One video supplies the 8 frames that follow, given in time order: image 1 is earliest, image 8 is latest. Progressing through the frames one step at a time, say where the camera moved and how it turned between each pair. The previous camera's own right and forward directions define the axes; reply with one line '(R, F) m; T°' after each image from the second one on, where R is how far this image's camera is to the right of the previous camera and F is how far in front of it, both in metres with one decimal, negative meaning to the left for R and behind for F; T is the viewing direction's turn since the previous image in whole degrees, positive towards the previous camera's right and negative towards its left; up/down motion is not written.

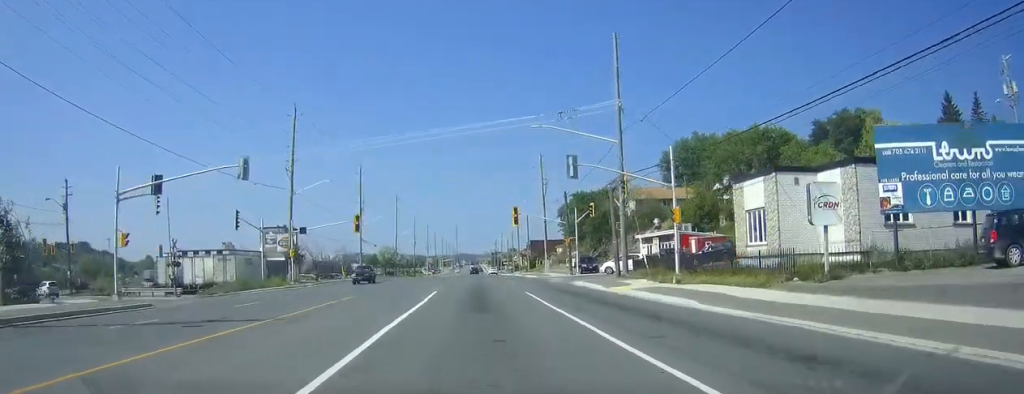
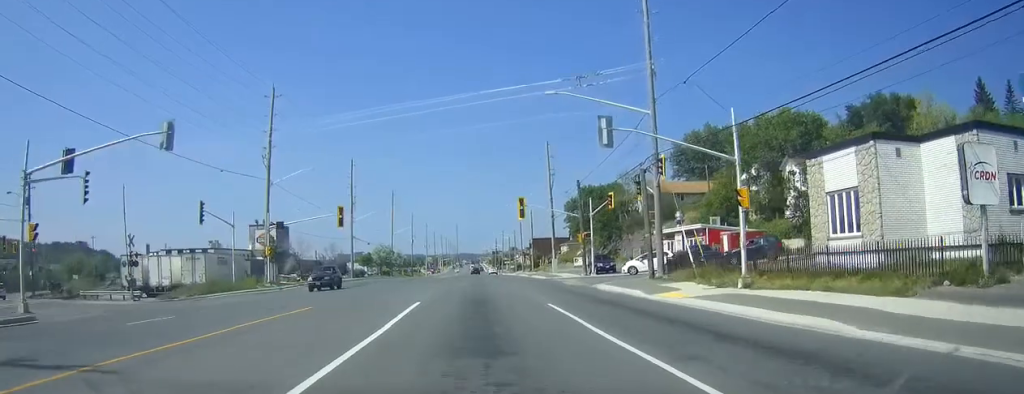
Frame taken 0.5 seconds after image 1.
(0.0, +8.5) m; 0°
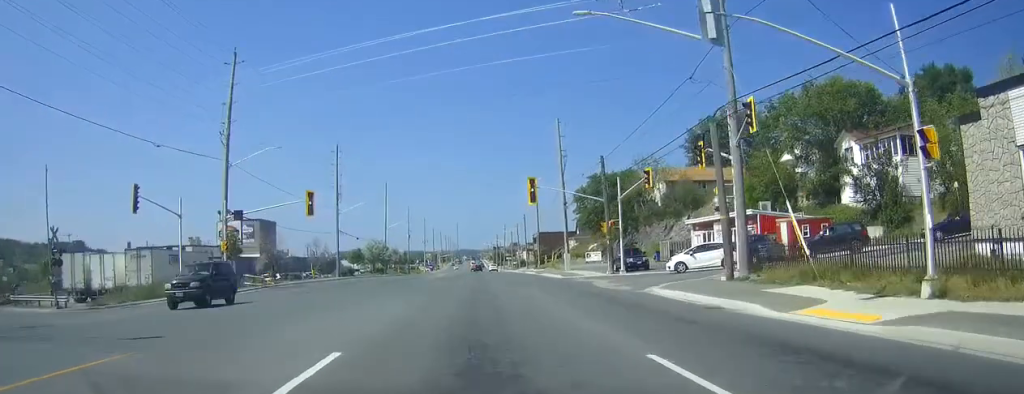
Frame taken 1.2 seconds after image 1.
(+0.1, +11.4) m; 0°
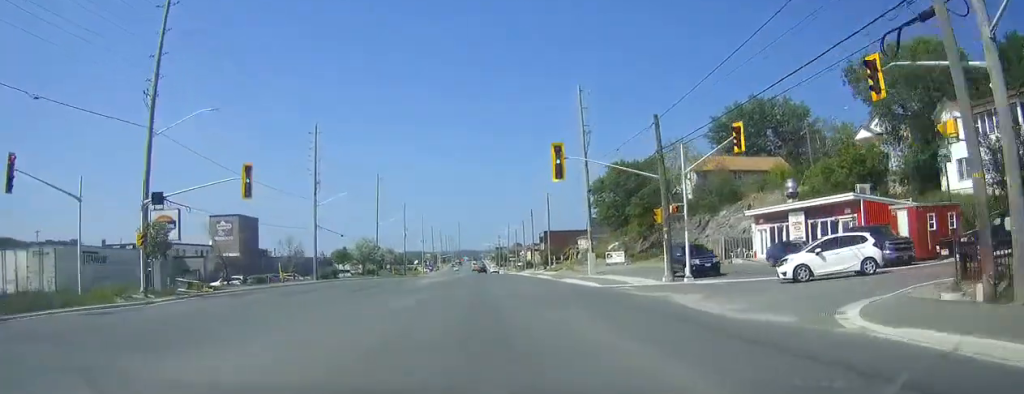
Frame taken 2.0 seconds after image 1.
(0.0, +14.2) m; 0°
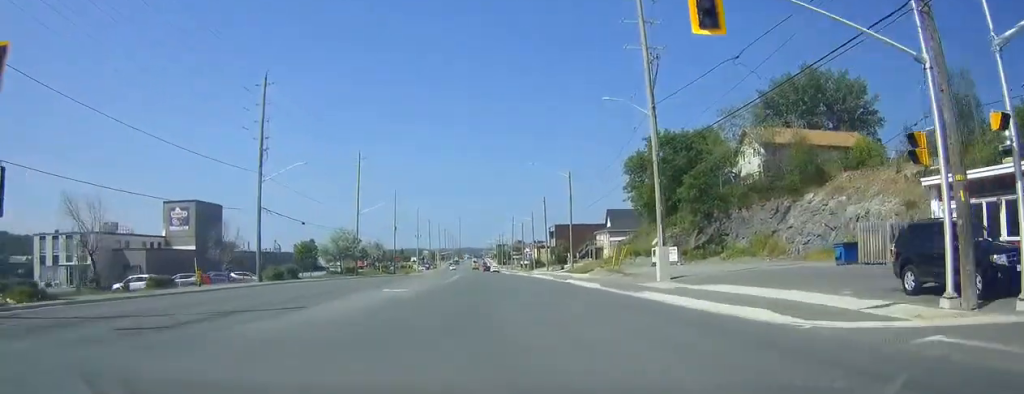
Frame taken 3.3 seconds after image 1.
(-0.1, +22.1) m; 0°
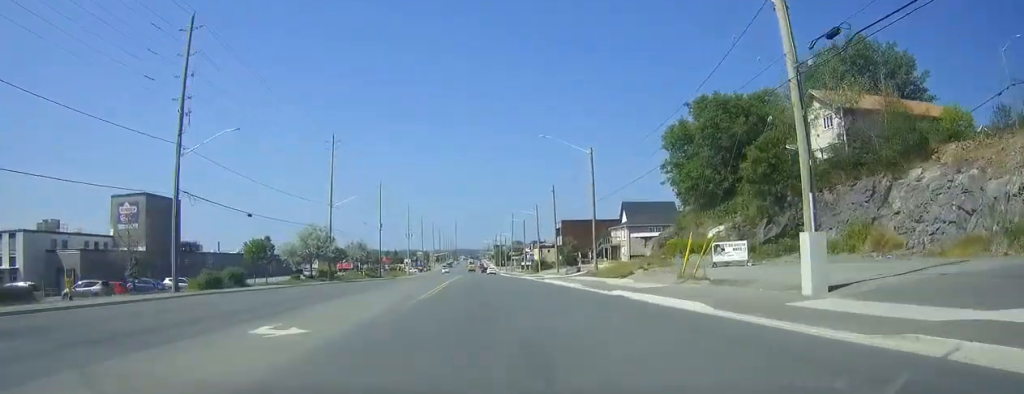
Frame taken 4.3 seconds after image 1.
(0.0, +17.3) m; +1°
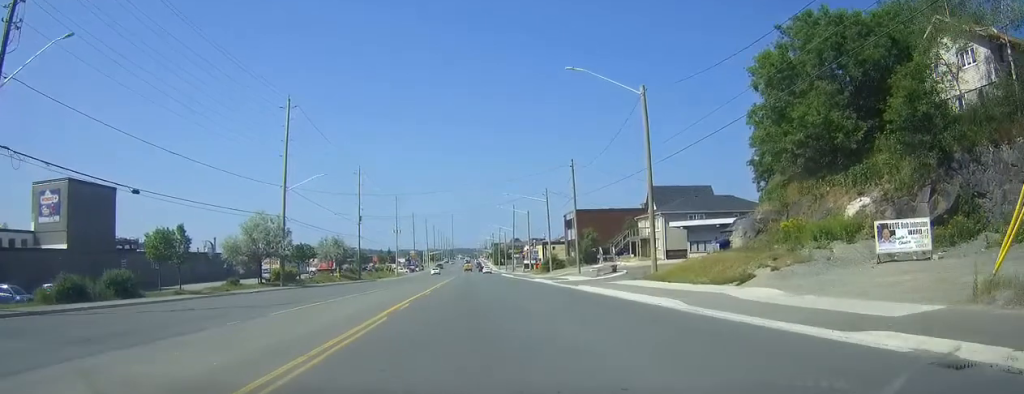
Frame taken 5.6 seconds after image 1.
(+0.2, +20.5) m; +1°
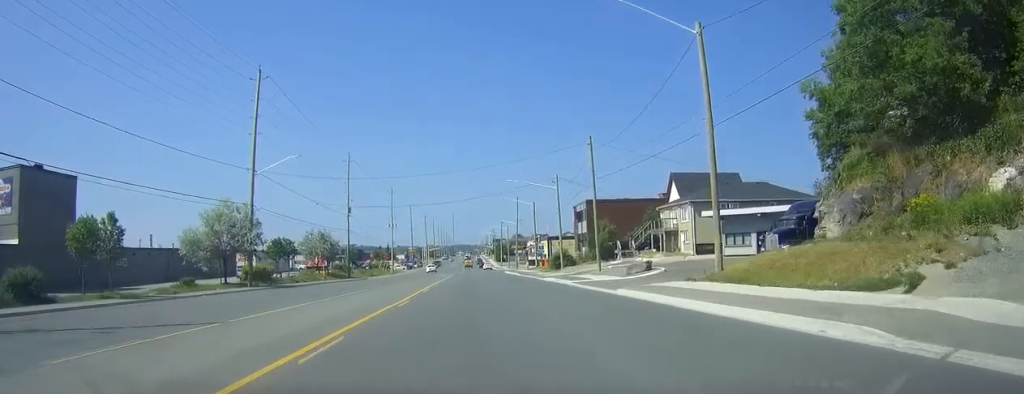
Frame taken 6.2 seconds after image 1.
(0.0, +10.4) m; 0°
